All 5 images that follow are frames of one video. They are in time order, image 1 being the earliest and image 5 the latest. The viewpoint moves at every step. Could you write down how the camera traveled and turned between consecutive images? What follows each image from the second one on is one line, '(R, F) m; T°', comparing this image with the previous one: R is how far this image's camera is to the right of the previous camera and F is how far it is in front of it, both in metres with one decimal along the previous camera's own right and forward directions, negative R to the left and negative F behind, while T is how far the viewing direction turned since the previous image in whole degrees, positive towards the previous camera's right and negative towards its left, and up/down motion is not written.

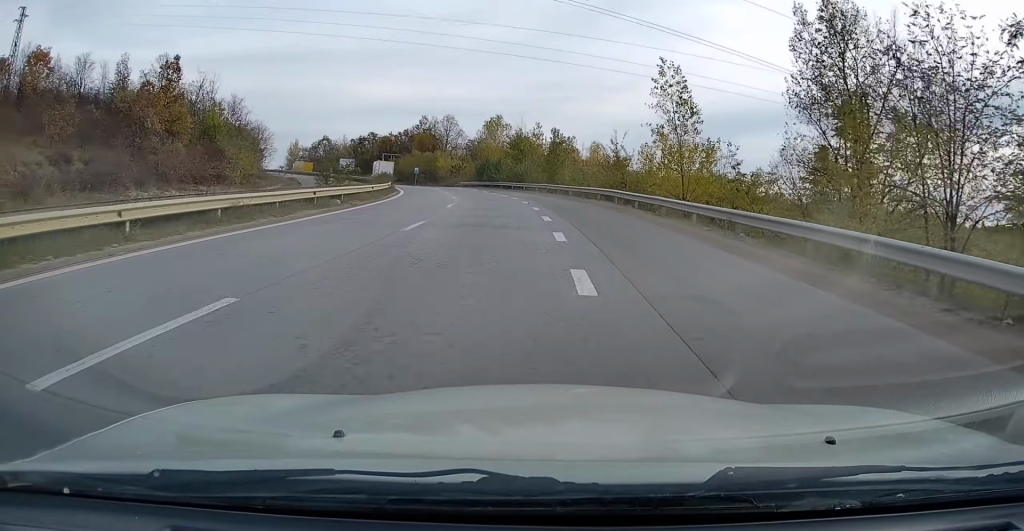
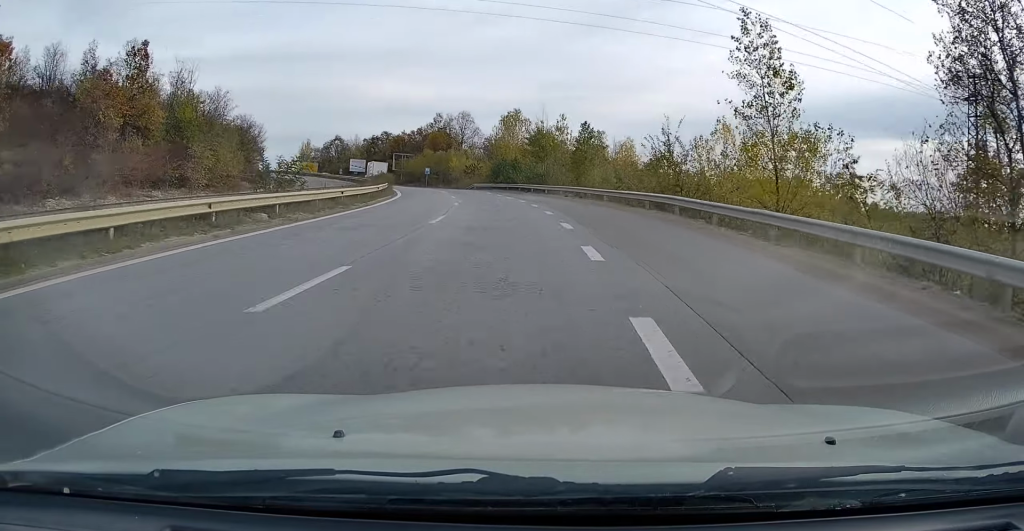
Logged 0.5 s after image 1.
(+0.3, +9.2) m; -1°
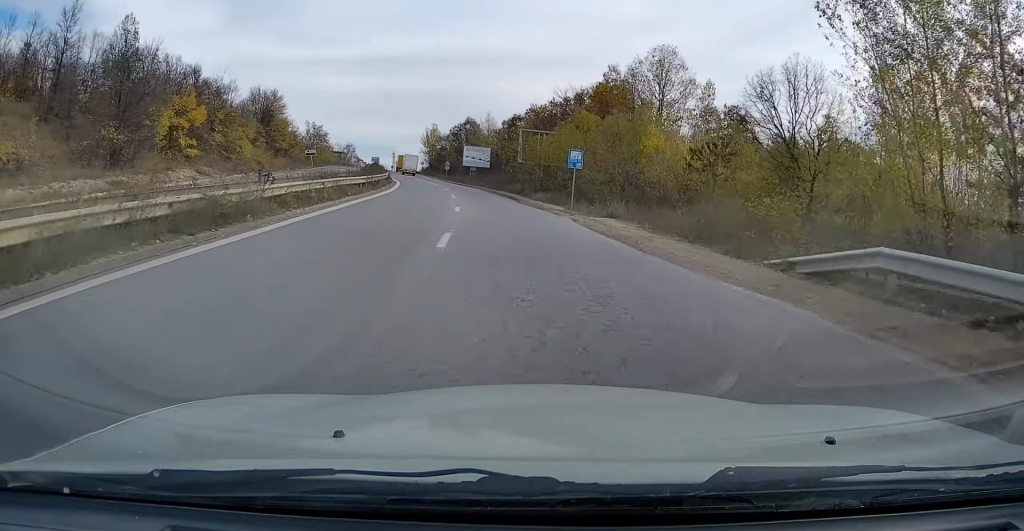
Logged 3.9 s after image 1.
(-8.5, +63.6) m; -15°
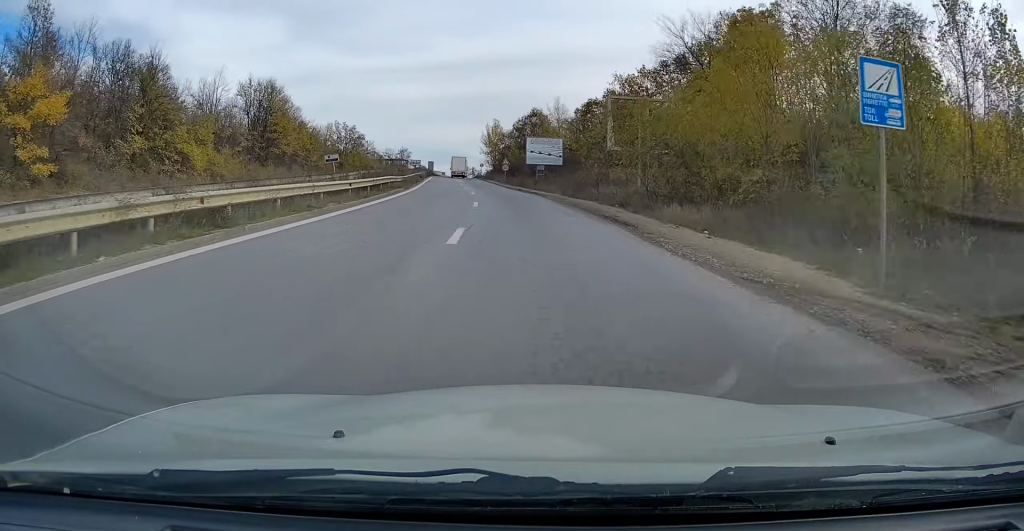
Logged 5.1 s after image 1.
(-1.5, +23.7) m; -6°
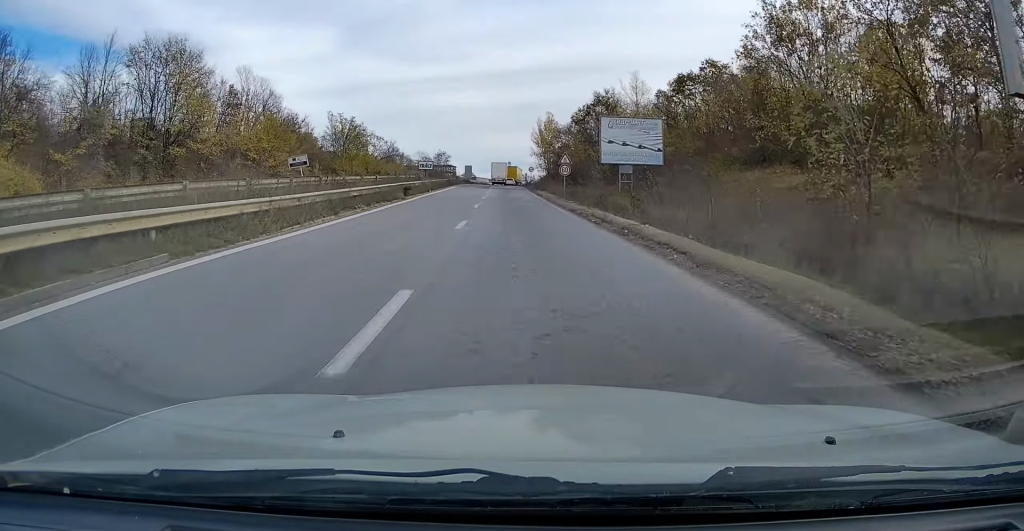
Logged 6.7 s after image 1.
(-1.4, +30.1) m; -4°
